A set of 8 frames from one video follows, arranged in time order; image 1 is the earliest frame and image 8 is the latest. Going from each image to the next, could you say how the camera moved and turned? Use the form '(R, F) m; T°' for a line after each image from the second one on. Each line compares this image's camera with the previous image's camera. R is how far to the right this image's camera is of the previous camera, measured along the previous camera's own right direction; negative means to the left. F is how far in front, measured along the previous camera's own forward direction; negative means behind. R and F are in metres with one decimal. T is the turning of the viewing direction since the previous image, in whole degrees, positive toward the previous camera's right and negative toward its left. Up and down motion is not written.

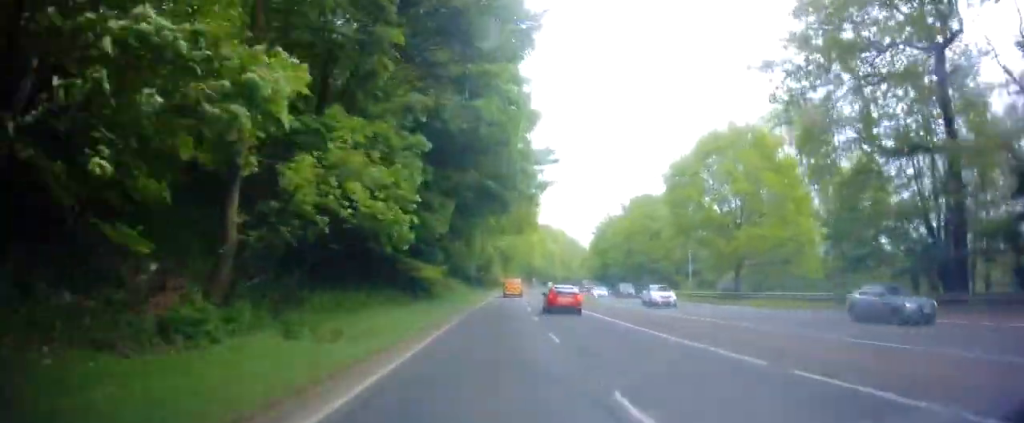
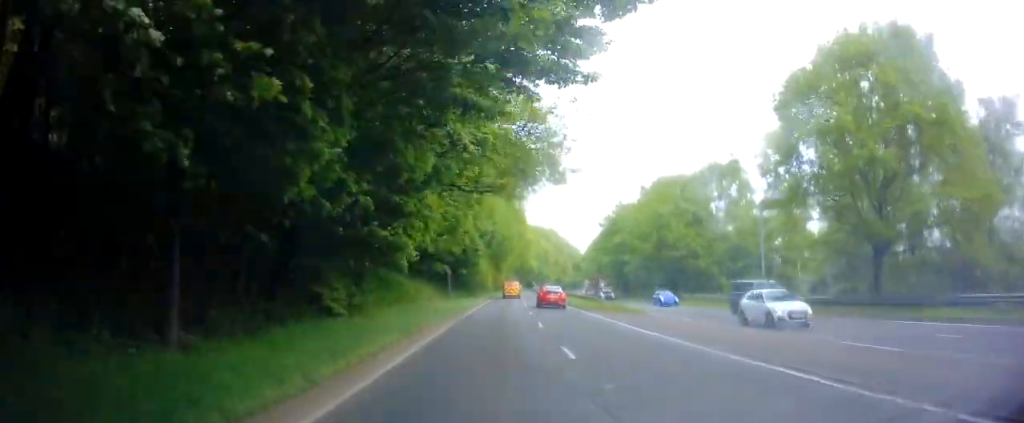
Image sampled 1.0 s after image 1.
(+0.4, +21.0) m; +2°
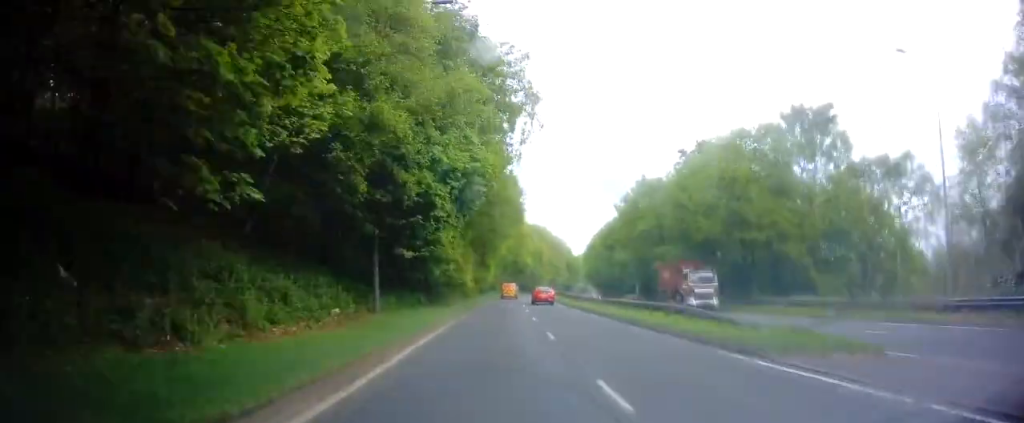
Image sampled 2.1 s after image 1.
(+0.1, +22.4) m; 0°
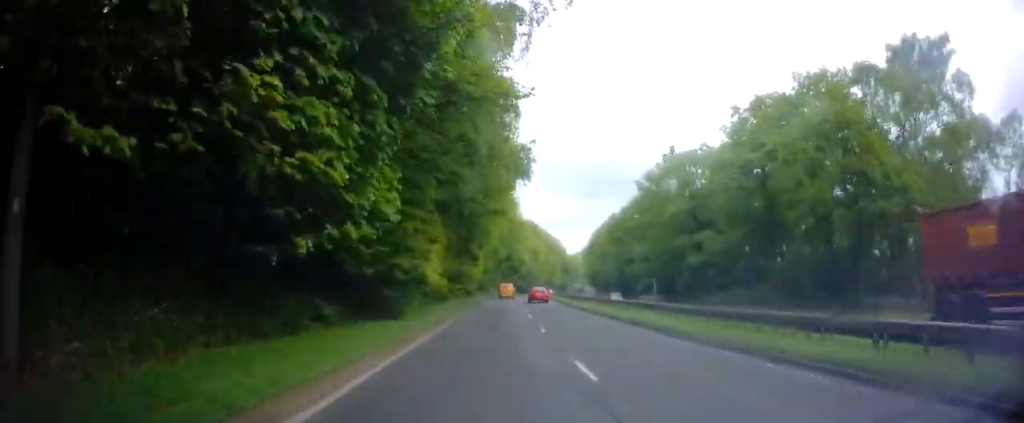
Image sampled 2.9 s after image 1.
(-0.1, +15.6) m; +1°
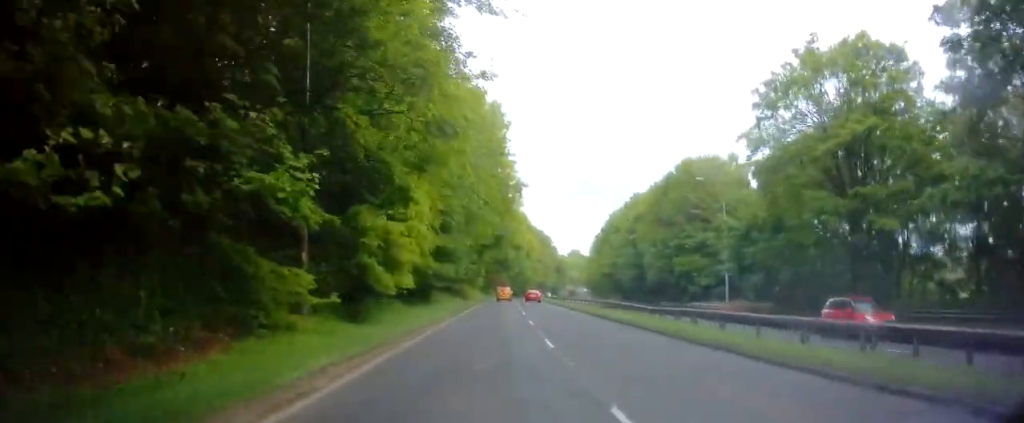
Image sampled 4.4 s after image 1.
(+1.1, +30.4) m; +2°
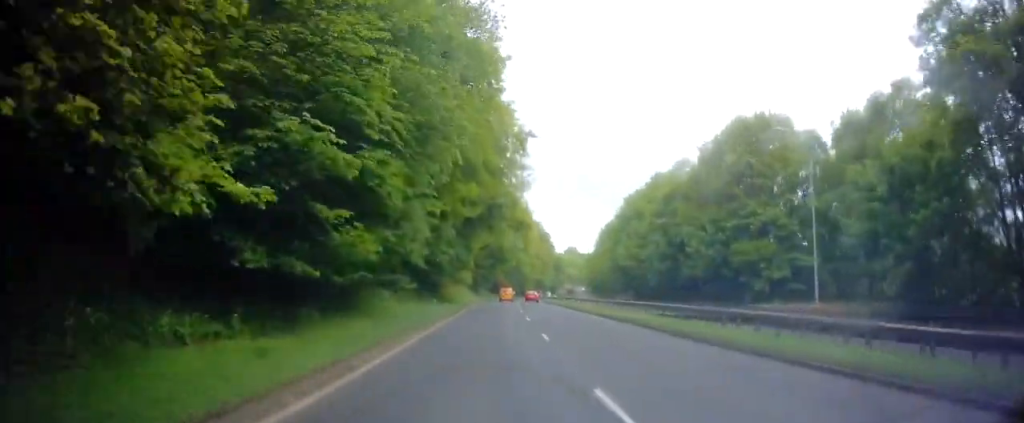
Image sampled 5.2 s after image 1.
(0.0, +16.6) m; 0°
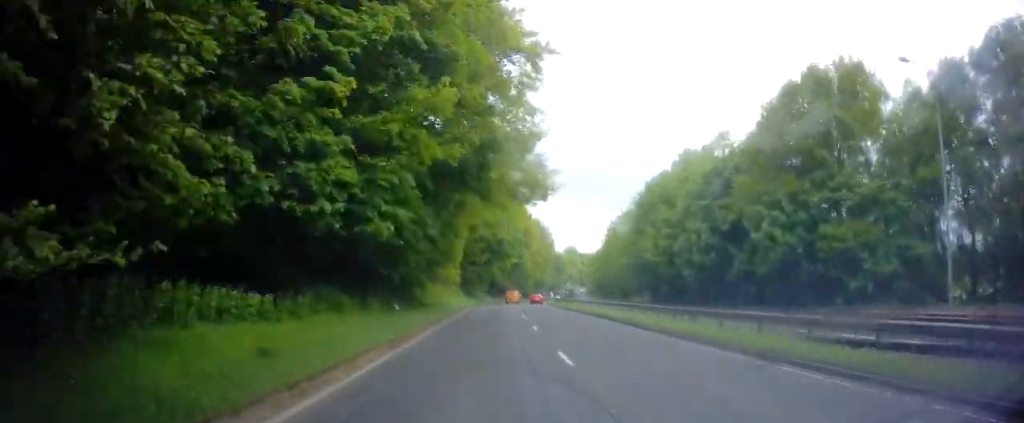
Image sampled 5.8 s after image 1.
(-0.2, +13.1) m; 0°
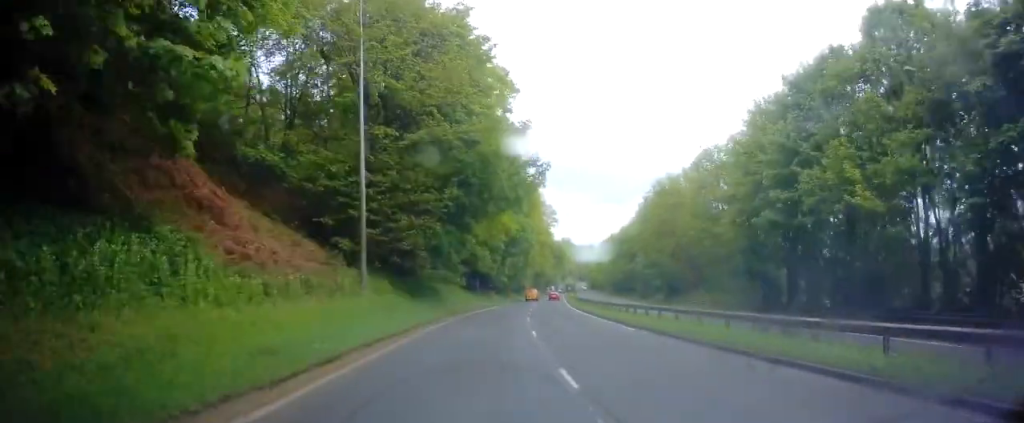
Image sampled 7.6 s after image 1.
(0.0, +37.5) m; 0°
